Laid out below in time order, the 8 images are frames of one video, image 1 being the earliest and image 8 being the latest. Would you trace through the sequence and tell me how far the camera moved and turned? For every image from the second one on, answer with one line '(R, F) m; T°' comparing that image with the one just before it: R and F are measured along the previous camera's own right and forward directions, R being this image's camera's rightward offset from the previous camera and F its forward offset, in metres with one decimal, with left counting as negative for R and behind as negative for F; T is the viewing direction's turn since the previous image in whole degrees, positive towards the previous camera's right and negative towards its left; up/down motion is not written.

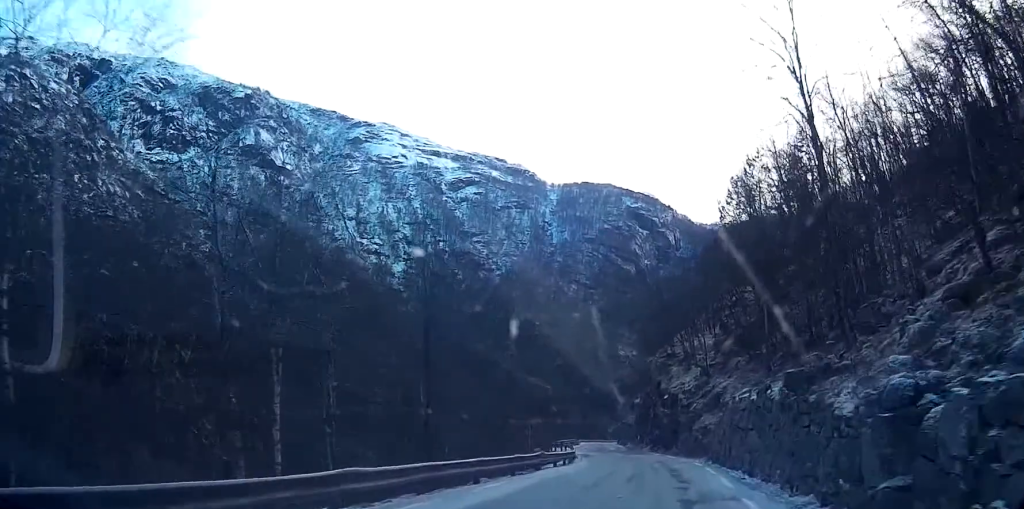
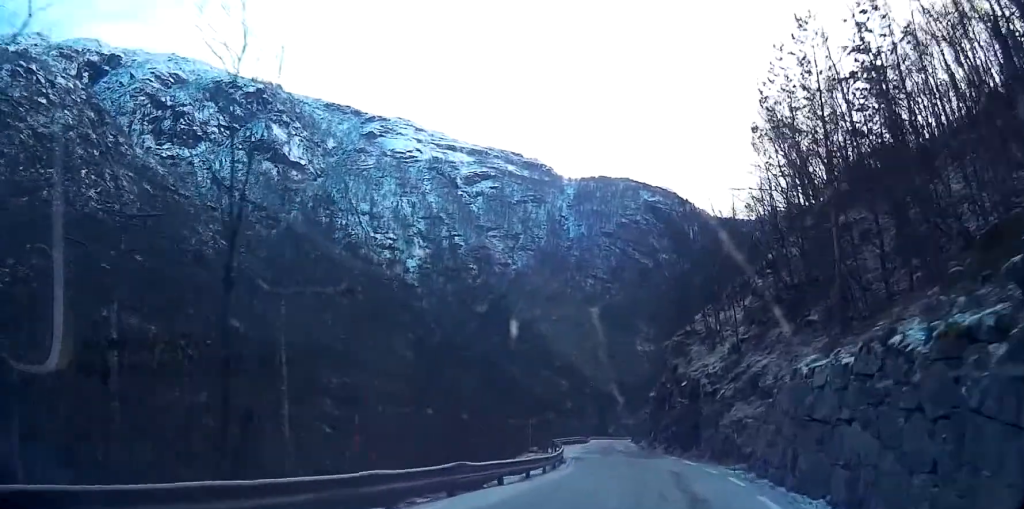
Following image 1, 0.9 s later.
(-0.1, +12.3) m; -1°
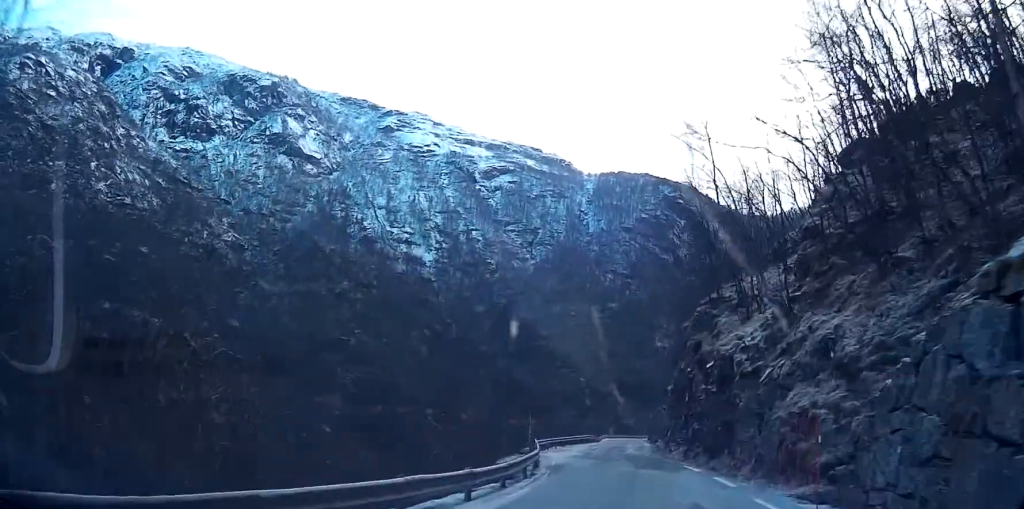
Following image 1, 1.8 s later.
(+0.1, +11.6) m; -2°
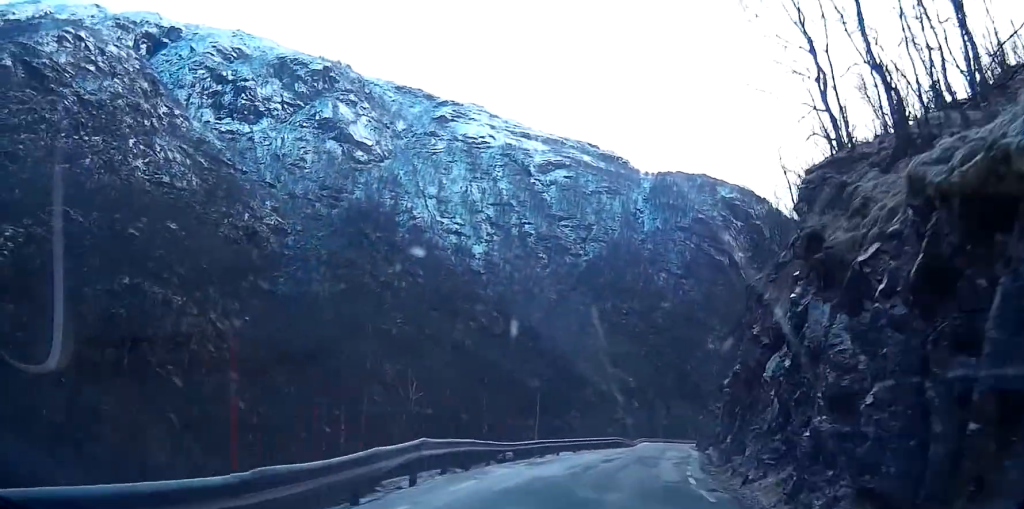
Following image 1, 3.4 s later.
(-1.1, +20.5) m; -3°
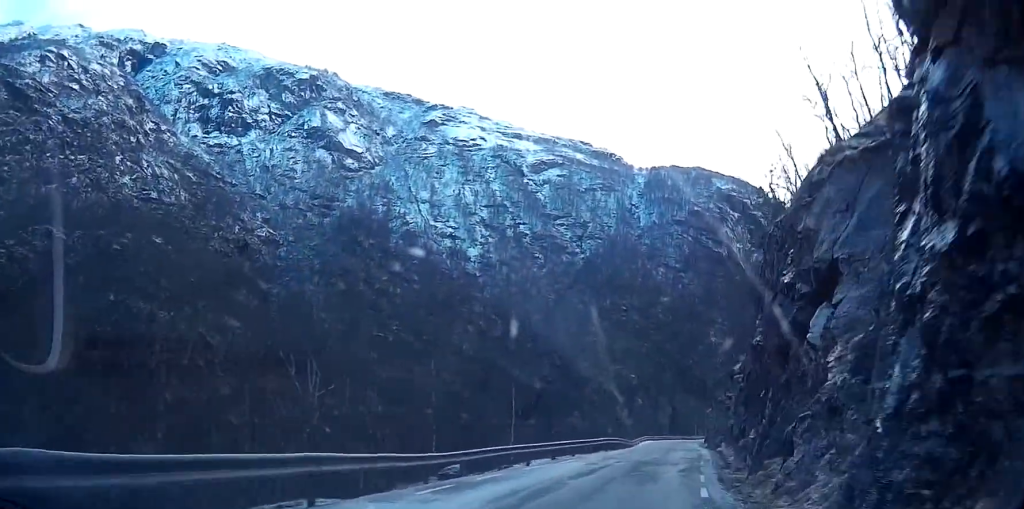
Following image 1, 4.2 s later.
(0.0, +9.9) m; +2°
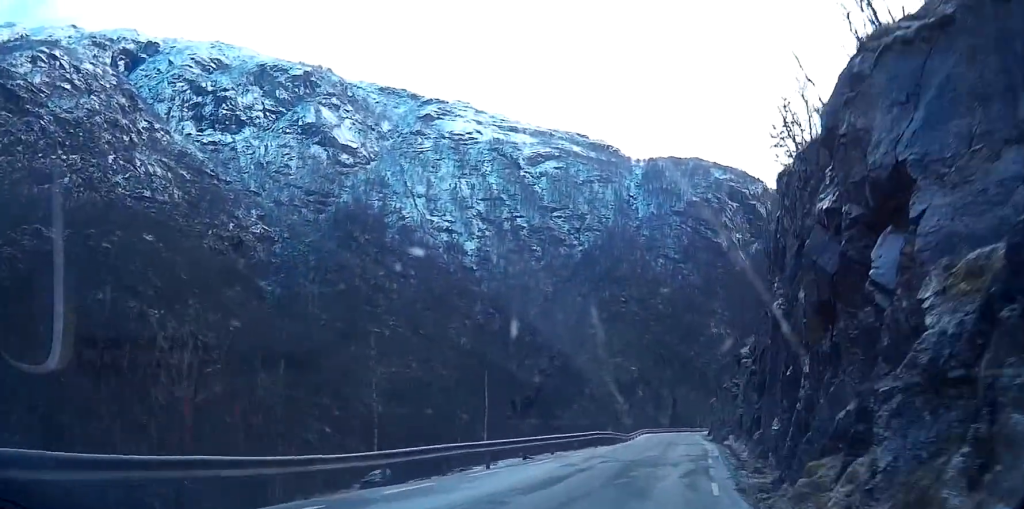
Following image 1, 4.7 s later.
(-0.1, +6.8) m; +3°
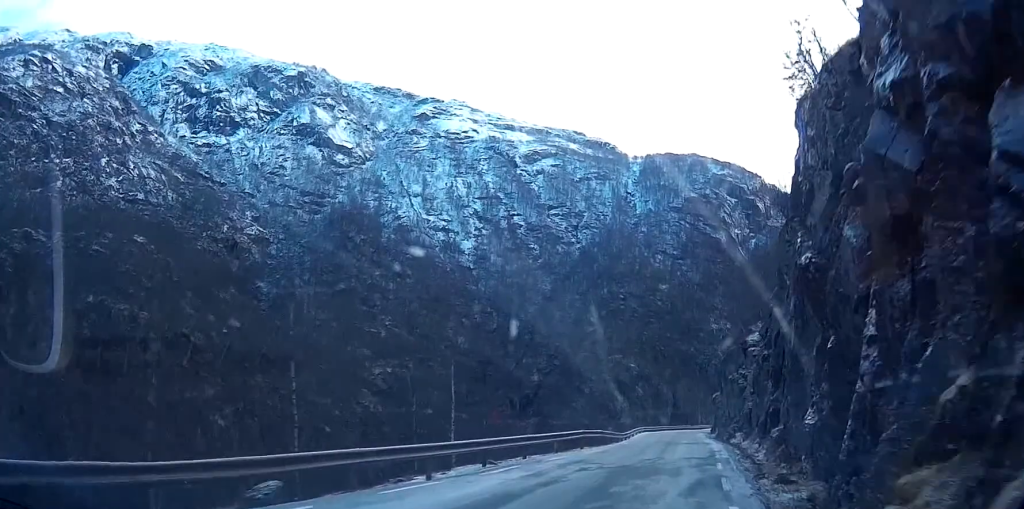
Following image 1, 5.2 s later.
(+0.3, +5.8) m; +4°
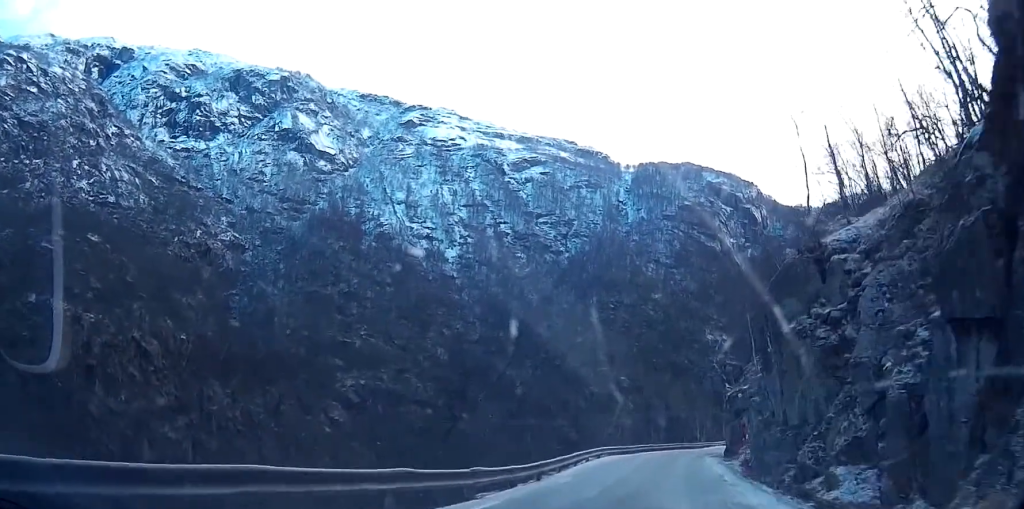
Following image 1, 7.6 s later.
(+3.1, +28.3) m; +3°
